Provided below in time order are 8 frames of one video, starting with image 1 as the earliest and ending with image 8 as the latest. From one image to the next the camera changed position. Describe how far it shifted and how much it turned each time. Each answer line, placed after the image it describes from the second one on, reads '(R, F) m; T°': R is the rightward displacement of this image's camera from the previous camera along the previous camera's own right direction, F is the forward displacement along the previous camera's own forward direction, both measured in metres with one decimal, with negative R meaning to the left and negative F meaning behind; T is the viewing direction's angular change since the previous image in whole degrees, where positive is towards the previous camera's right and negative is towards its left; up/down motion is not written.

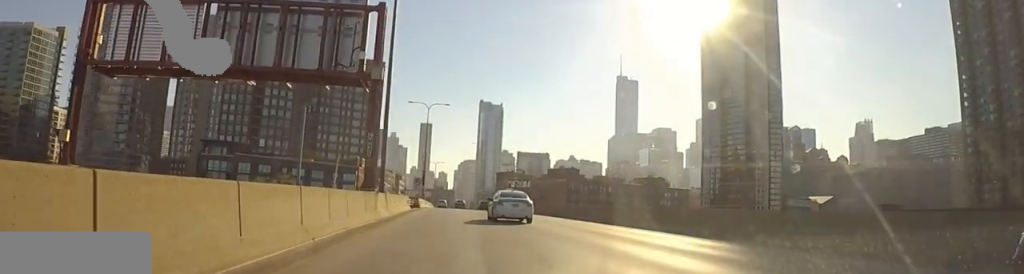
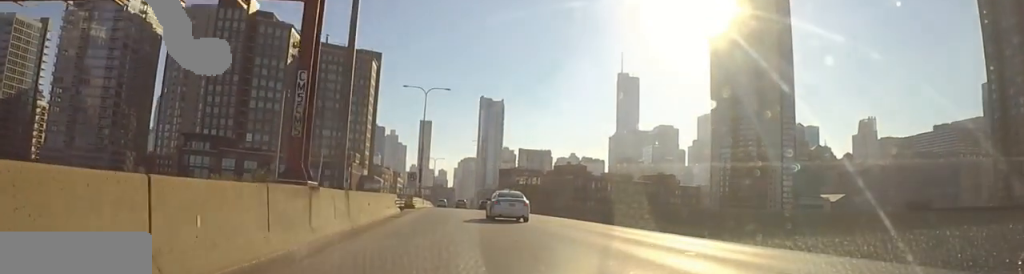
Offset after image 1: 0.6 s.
(0.0, +12.0) m; 0°
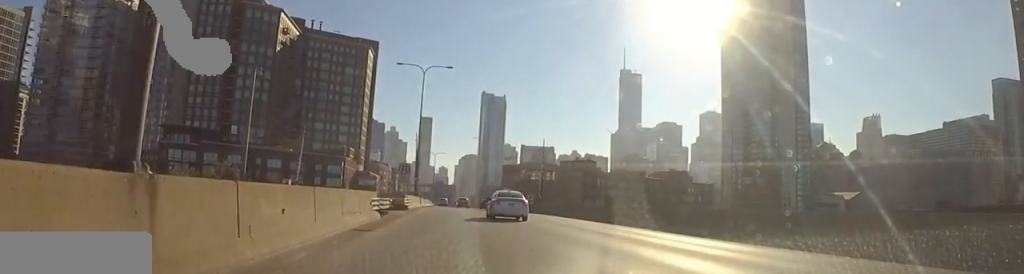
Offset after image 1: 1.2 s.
(0.0, +12.4) m; 0°
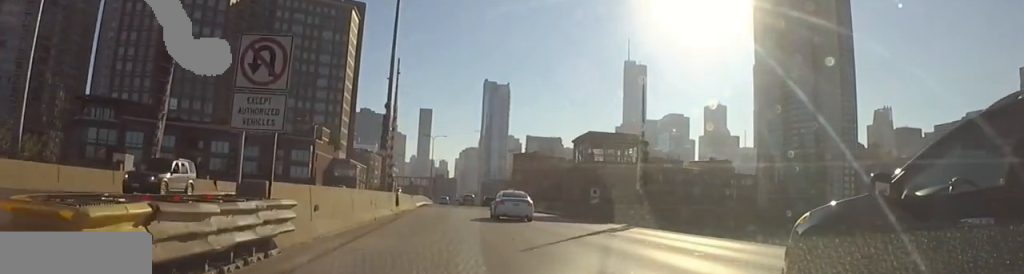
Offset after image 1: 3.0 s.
(-2.3, +35.9) m; -4°
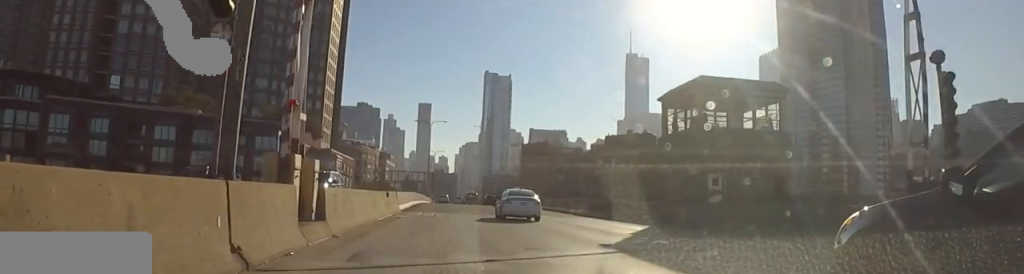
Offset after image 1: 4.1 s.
(+1.1, +22.1) m; +4°
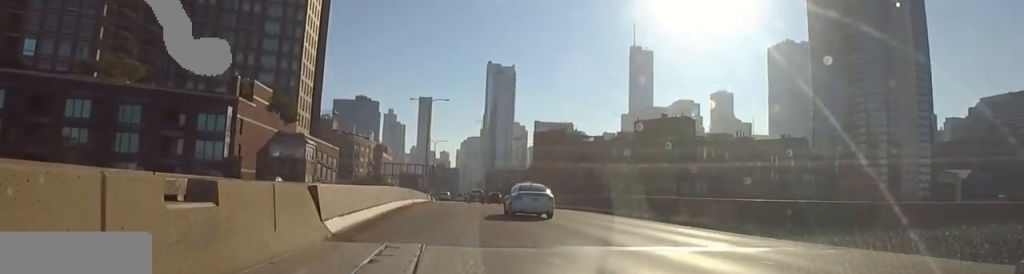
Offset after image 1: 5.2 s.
(+0.1, +22.6) m; 0°
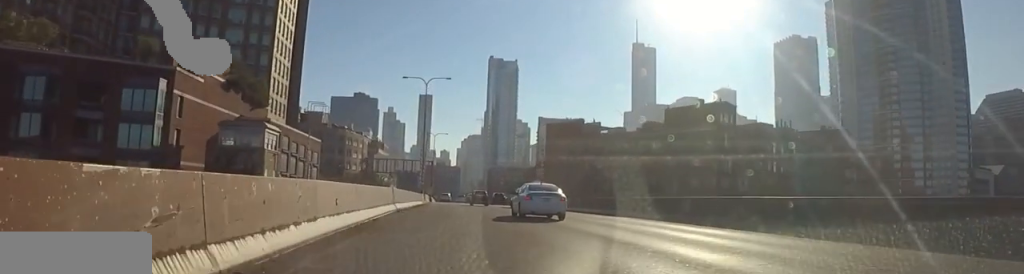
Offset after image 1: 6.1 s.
(0.0, +17.4) m; 0°
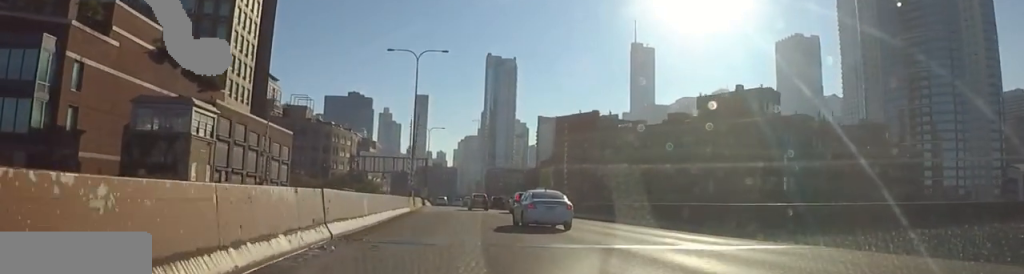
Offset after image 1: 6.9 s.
(0.0, +15.9) m; 0°
